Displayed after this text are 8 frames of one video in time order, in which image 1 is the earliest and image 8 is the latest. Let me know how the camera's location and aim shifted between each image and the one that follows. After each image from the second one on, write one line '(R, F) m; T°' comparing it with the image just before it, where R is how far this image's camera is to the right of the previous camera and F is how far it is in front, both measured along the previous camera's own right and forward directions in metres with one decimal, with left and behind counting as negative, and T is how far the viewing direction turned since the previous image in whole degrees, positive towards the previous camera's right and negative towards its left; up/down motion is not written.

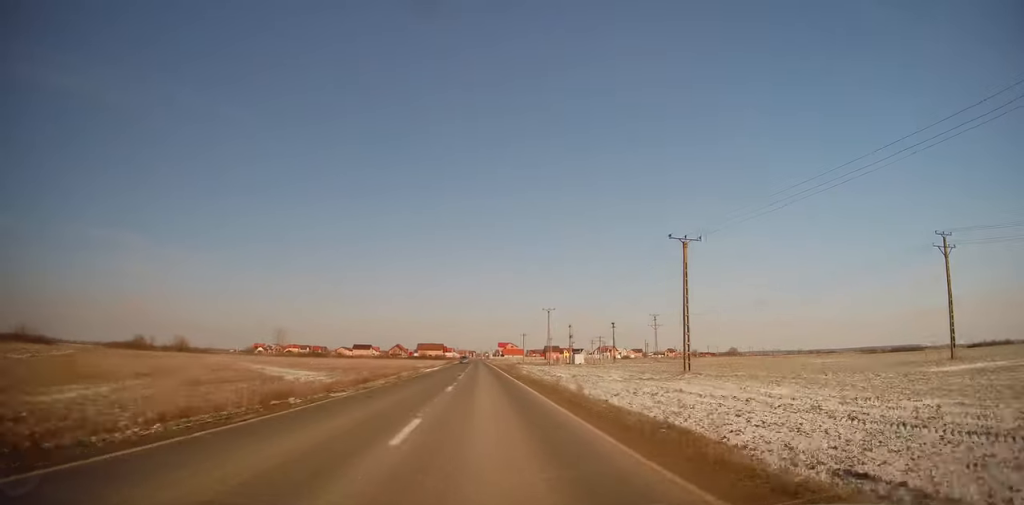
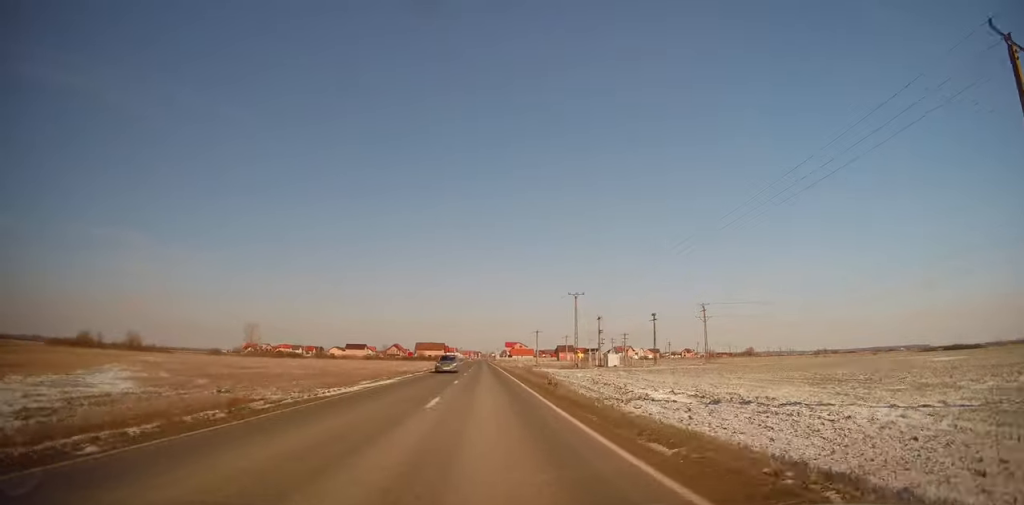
(+0.2, +30.7) m; 0°
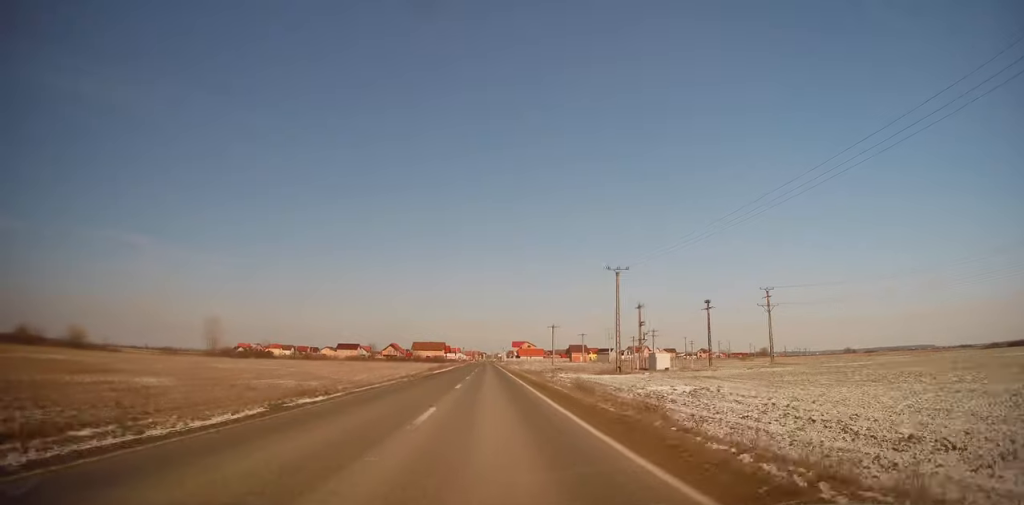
(-0.6, +26.7) m; -2°
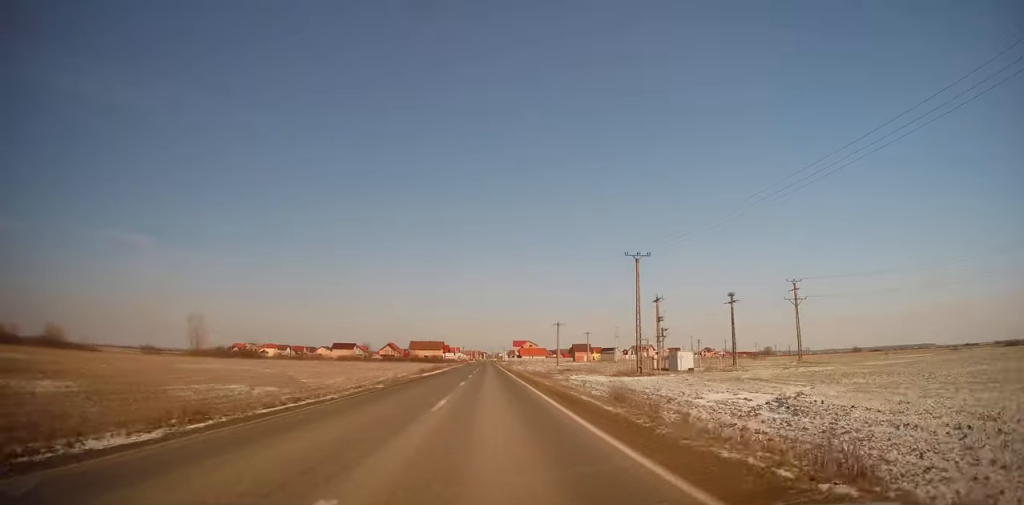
(-0.4, +8.9) m; 0°
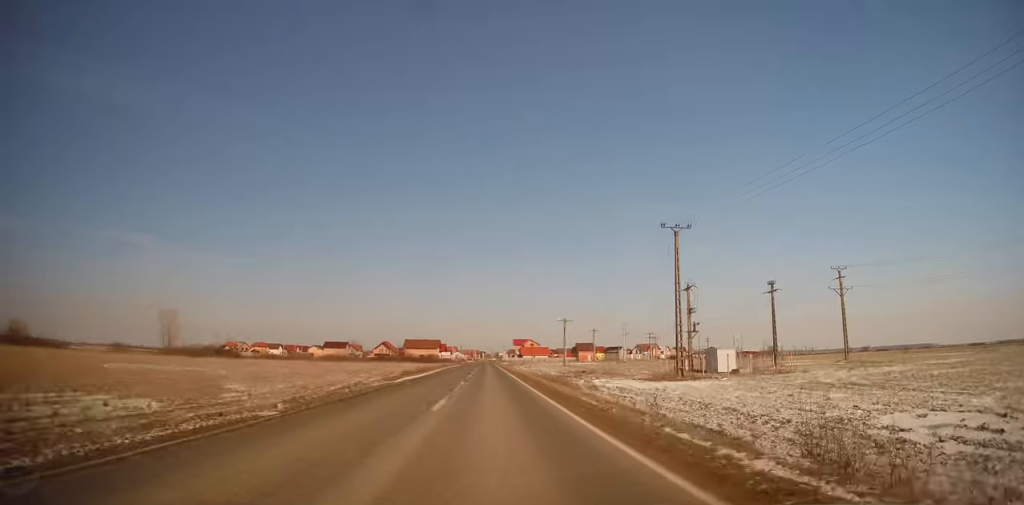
(+0.2, +12.5) m; +1°
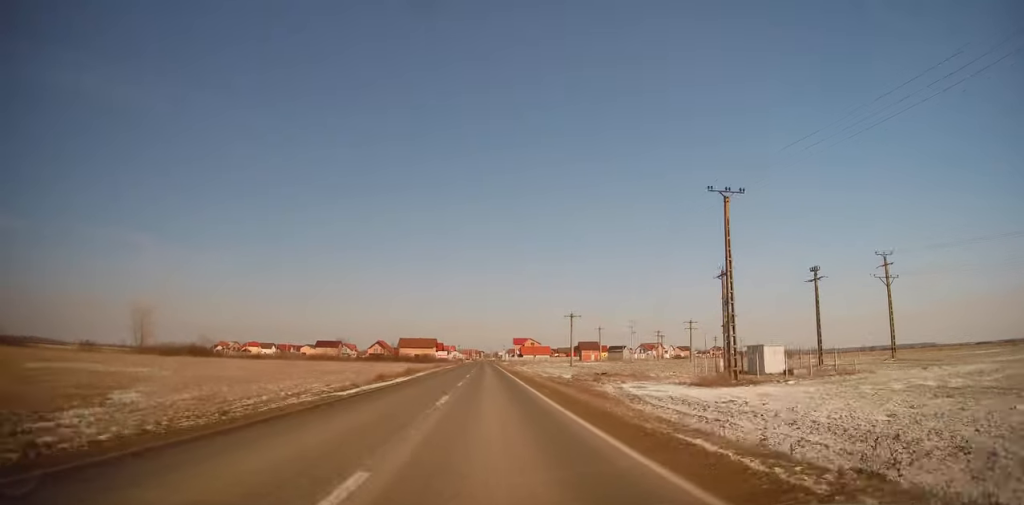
(+0.4, +10.3) m; 0°
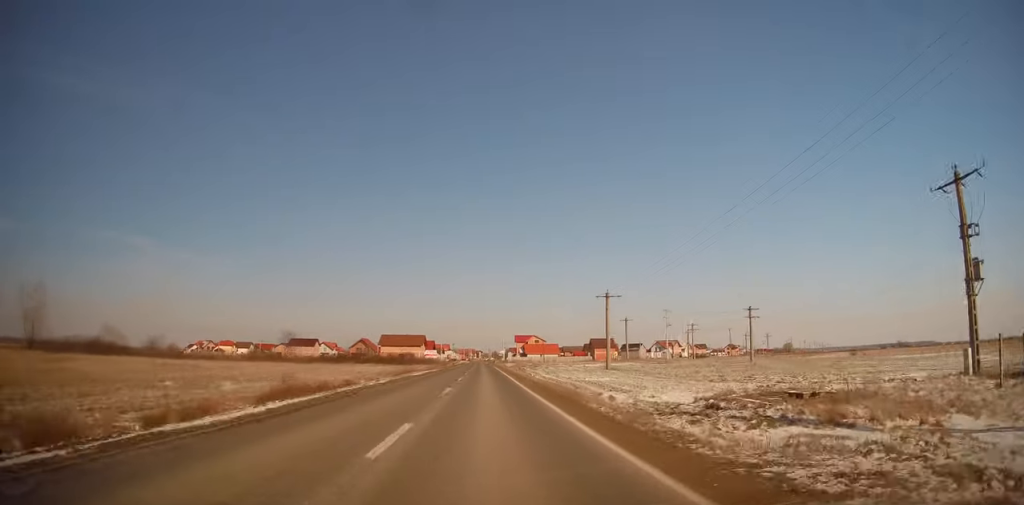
(-0.4, +32.1) m; 0°
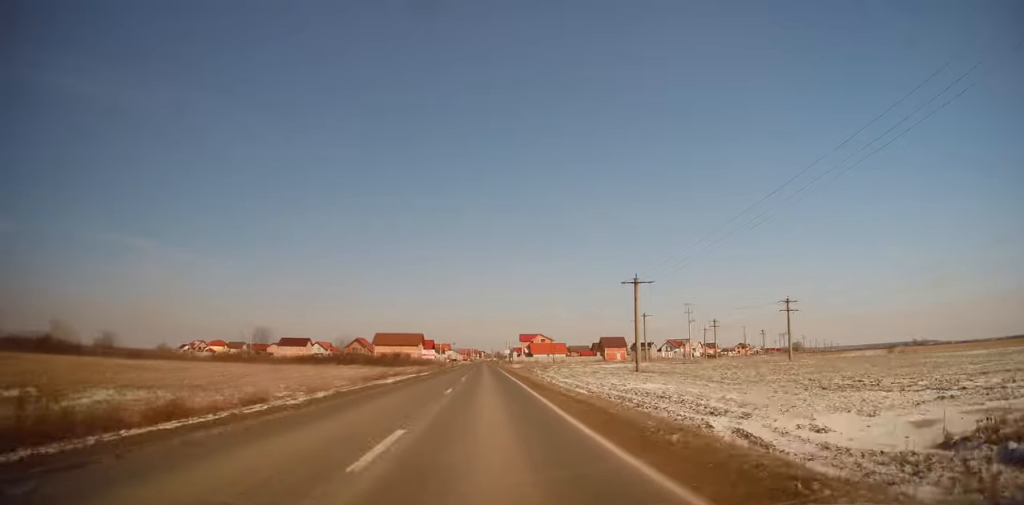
(+0.3, +13.0) m; 0°
